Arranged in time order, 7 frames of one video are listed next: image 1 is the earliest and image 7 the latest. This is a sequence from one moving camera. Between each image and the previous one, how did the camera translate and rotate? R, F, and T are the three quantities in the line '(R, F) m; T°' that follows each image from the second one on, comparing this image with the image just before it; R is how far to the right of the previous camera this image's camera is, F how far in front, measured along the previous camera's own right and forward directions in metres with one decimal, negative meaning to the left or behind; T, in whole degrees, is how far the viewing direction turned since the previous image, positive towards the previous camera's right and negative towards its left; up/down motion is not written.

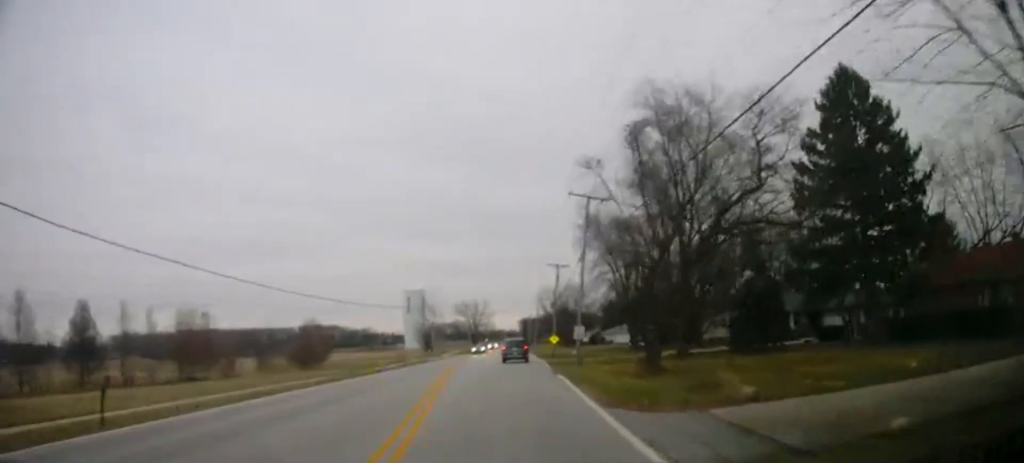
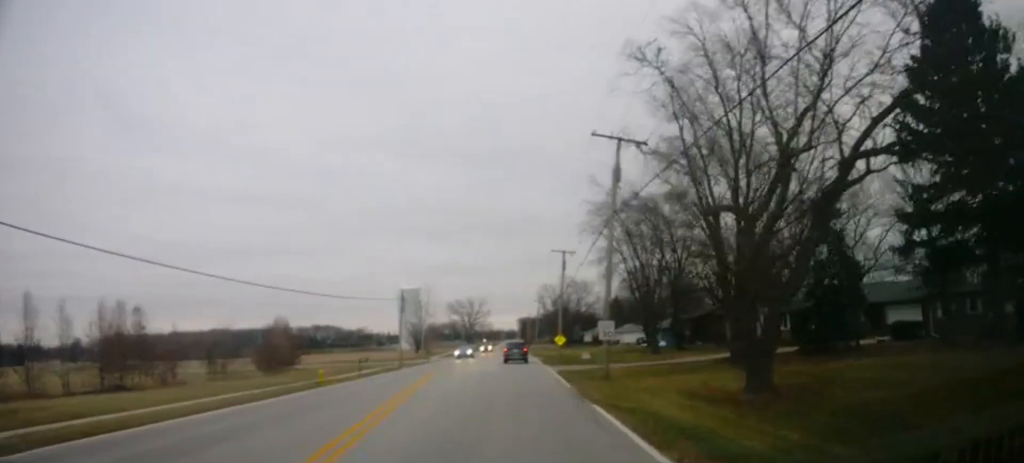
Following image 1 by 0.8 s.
(+0.1, +11.1) m; 0°
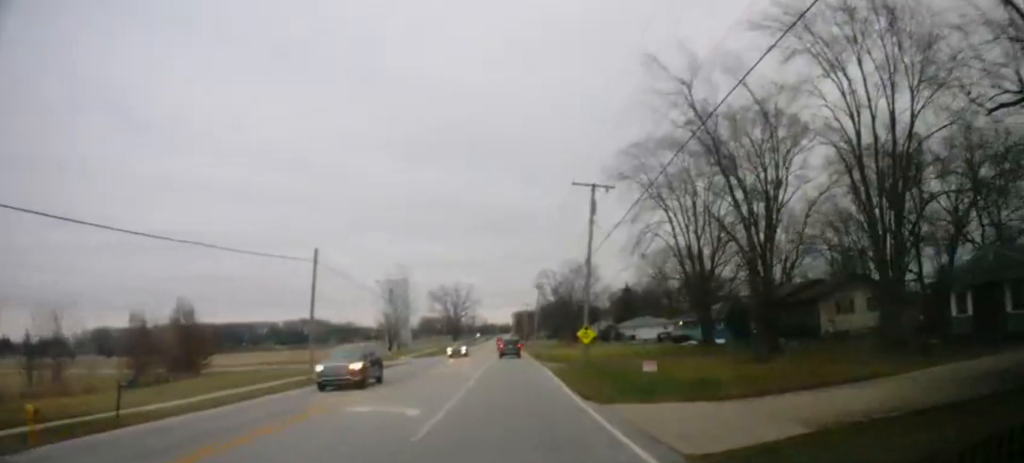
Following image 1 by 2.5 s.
(0.0, +23.4) m; 0°
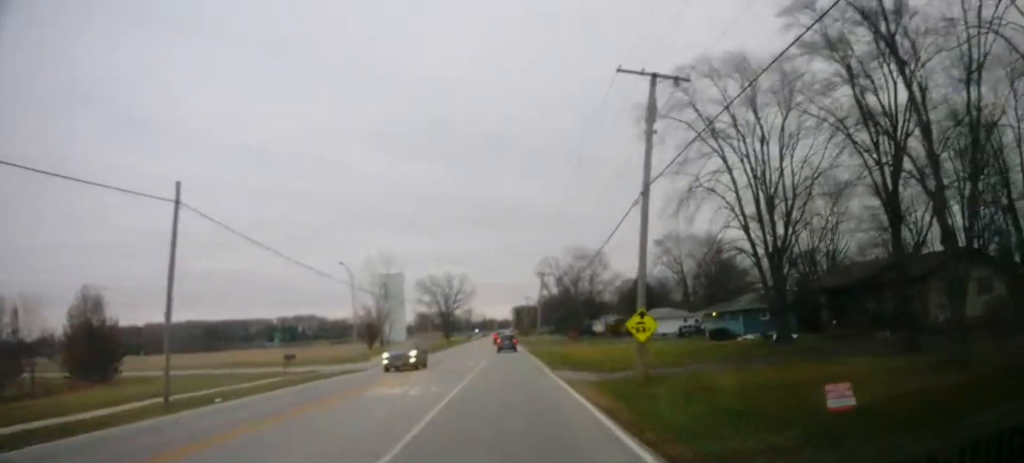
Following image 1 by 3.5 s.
(0.0, +14.3) m; 0°
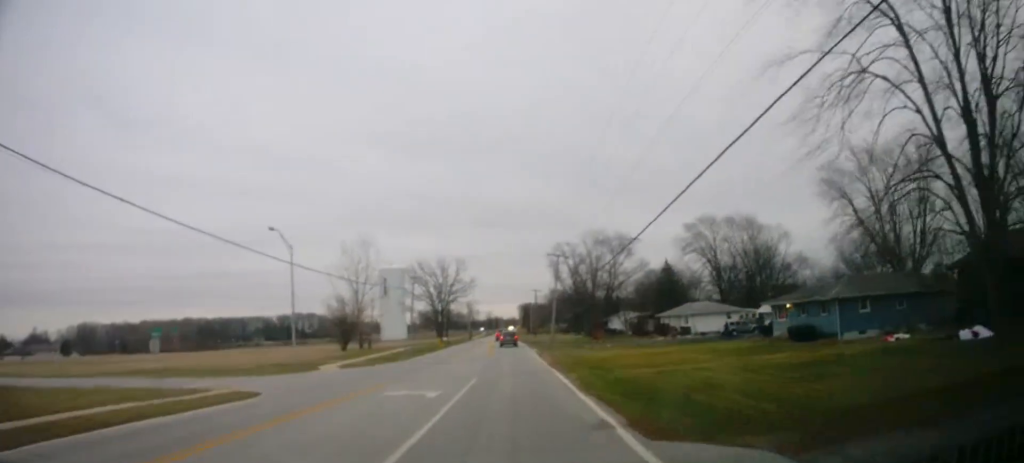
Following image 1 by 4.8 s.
(0.0, +18.1) m; -1°
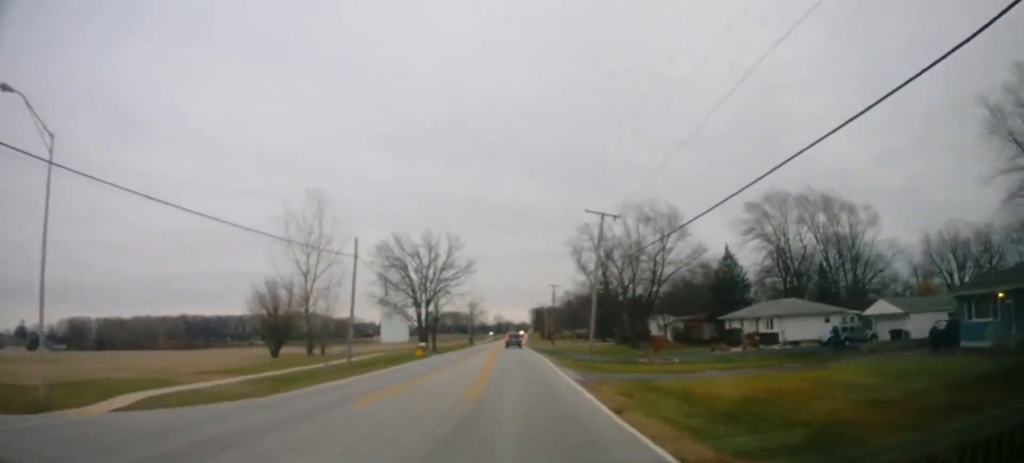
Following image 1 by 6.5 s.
(-0.5, +25.7) m; -1°
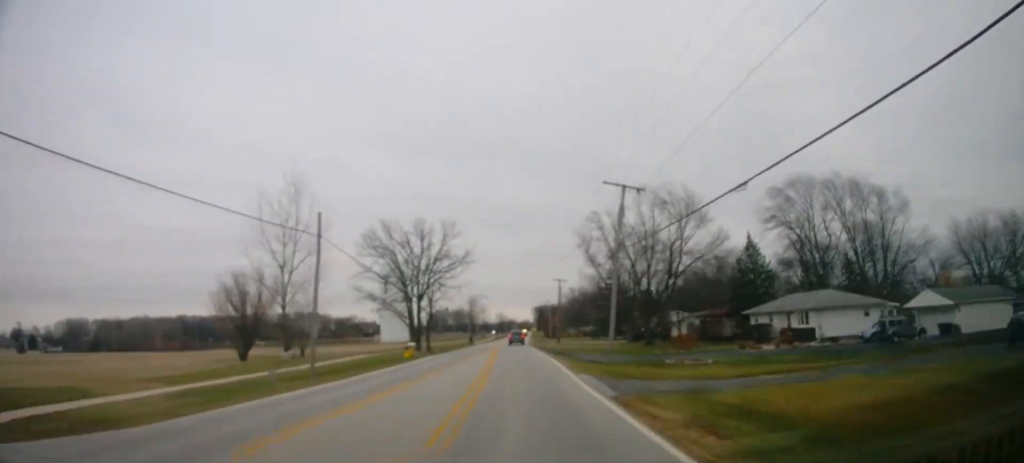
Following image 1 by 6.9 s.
(+0.2, +7.1) m; 0°
